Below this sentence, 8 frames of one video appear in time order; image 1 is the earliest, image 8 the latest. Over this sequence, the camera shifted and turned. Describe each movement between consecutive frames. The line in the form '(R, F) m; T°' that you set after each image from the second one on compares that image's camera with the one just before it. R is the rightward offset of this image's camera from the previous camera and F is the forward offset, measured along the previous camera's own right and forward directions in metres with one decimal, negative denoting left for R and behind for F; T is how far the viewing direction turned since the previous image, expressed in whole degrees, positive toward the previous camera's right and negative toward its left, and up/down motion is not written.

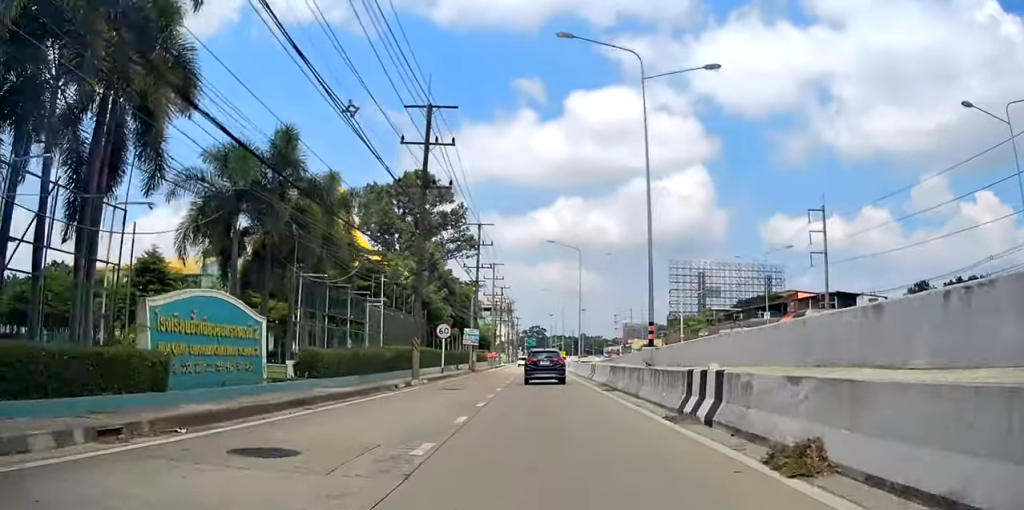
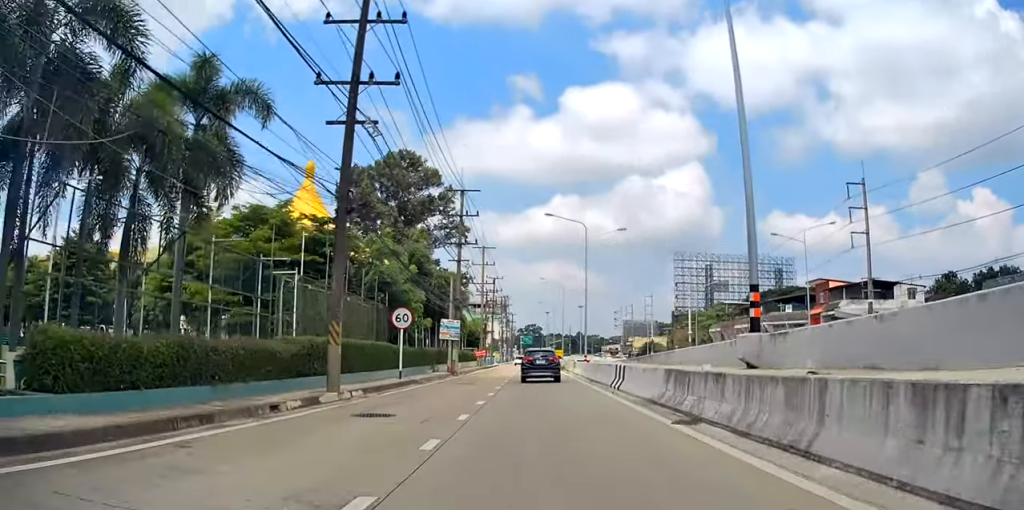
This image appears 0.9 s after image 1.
(-0.1, +11.2) m; -1°
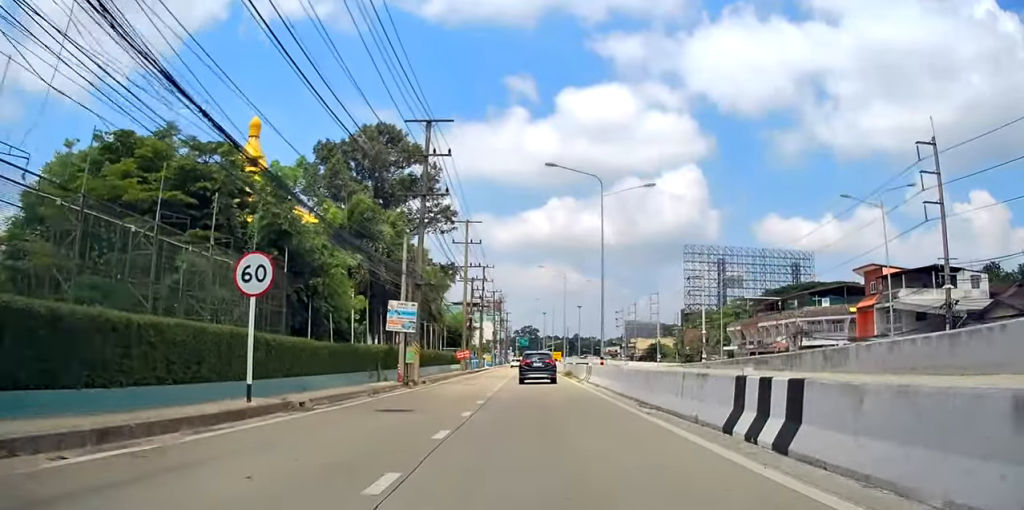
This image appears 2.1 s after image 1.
(0.0, +14.3) m; +1°
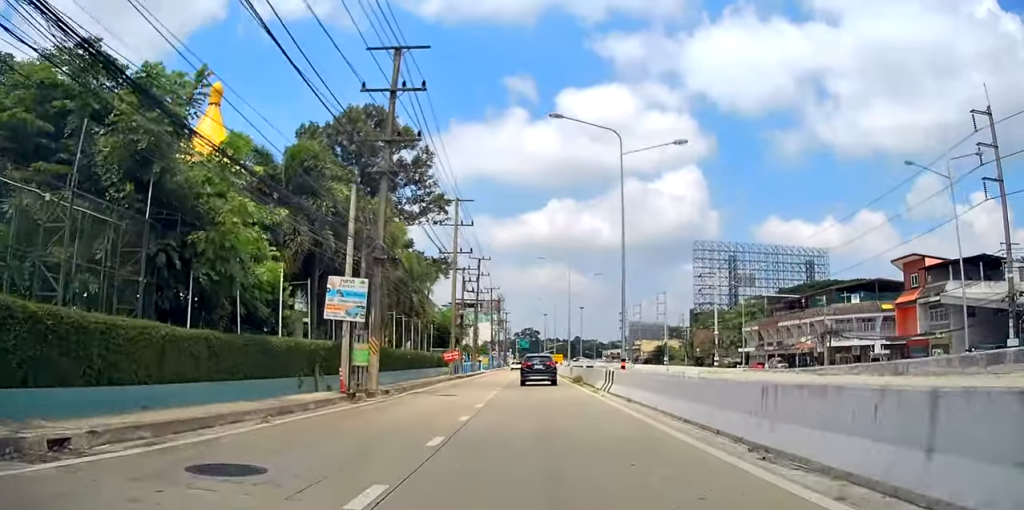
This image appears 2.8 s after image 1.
(+0.1, +8.2) m; 0°
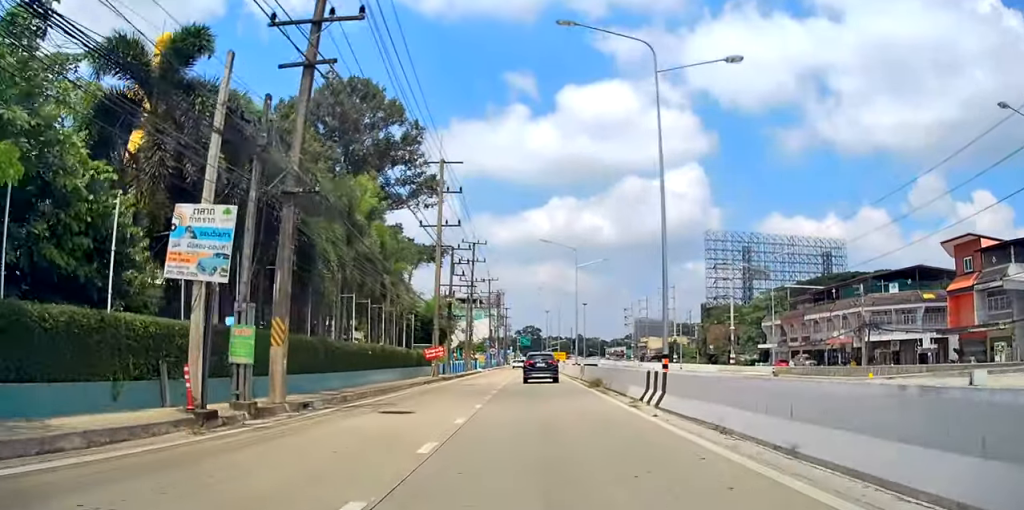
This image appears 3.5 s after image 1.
(0.0, +8.4) m; -1°
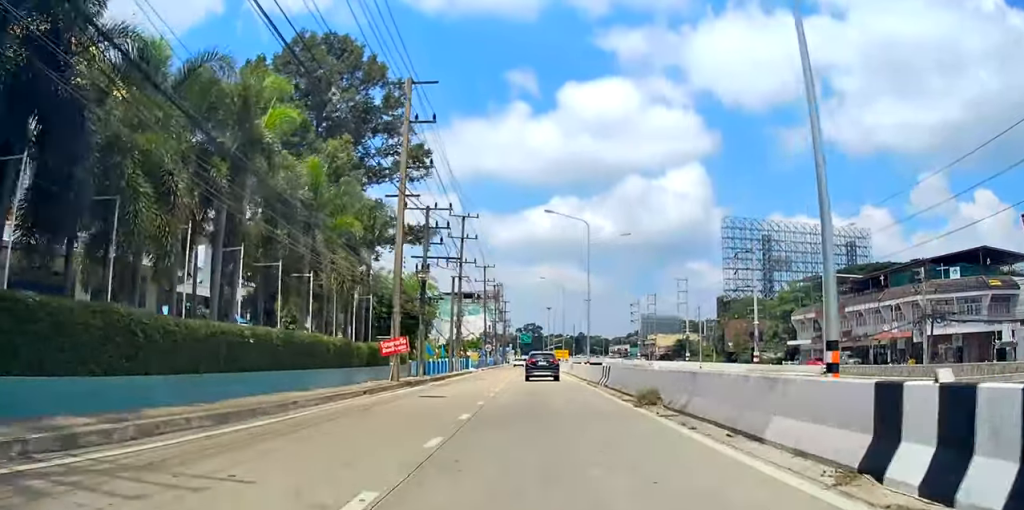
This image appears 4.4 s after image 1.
(-0.1, +11.4) m; -1°
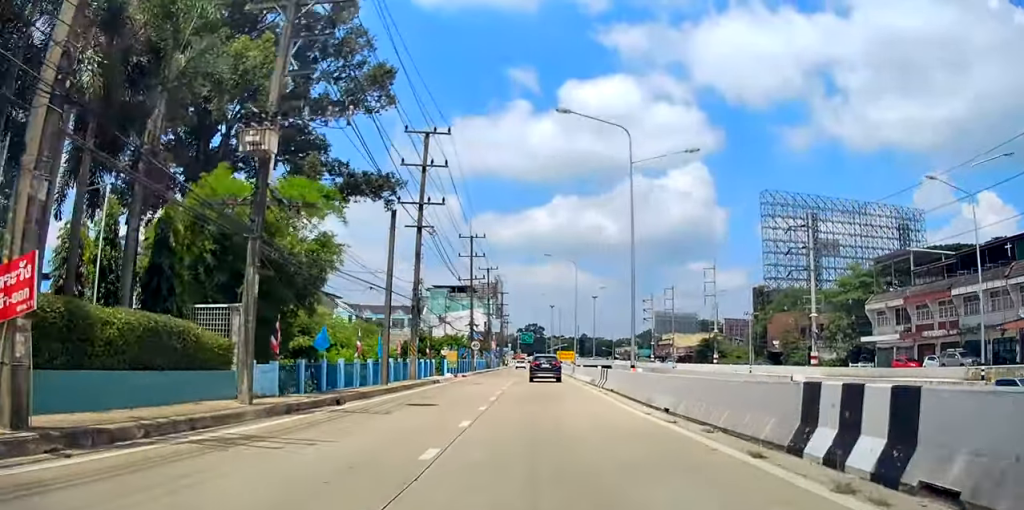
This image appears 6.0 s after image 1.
(0.0, +19.7) m; +2°
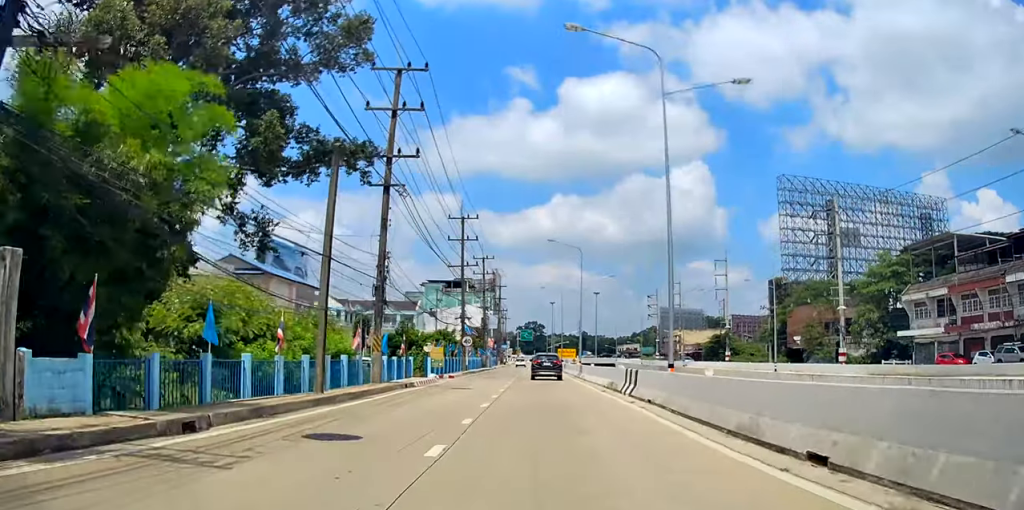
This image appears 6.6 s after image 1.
(+0.1, +7.8) m; 0°
